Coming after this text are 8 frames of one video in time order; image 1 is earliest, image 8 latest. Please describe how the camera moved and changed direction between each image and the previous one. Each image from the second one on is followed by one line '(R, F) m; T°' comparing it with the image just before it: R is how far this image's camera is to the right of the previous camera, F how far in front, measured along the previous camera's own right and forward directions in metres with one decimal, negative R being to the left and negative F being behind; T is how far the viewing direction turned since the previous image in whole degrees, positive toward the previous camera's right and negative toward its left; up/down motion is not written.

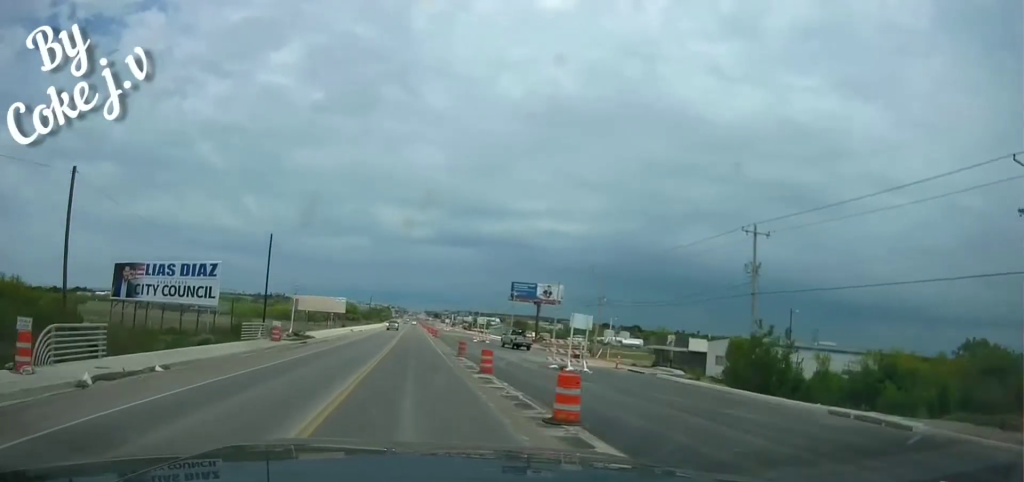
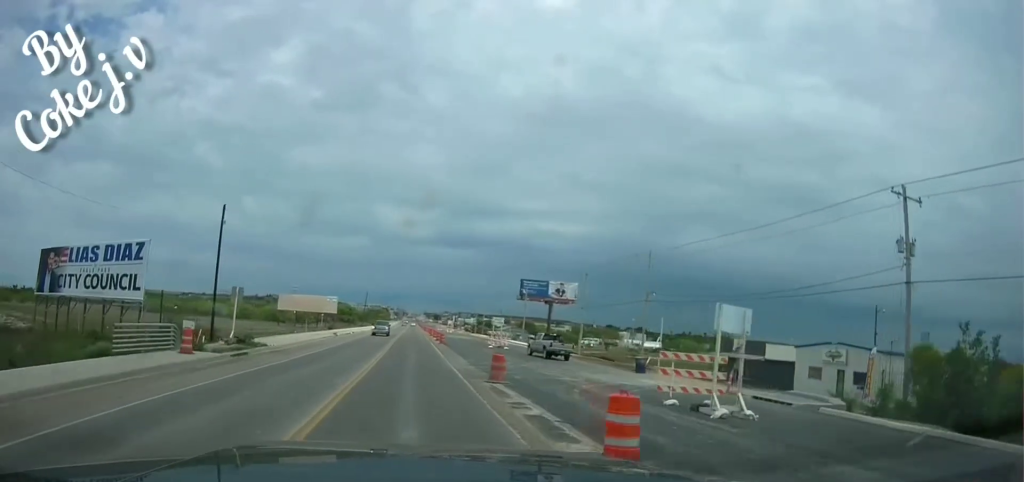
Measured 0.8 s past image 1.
(+0.4, +16.3) m; 0°
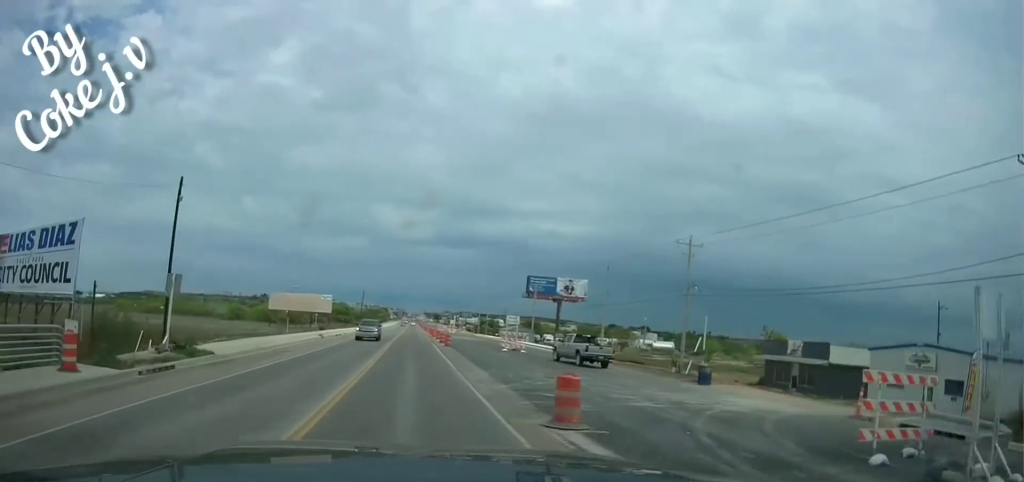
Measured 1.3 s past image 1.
(-0.1, +9.2) m; 0°
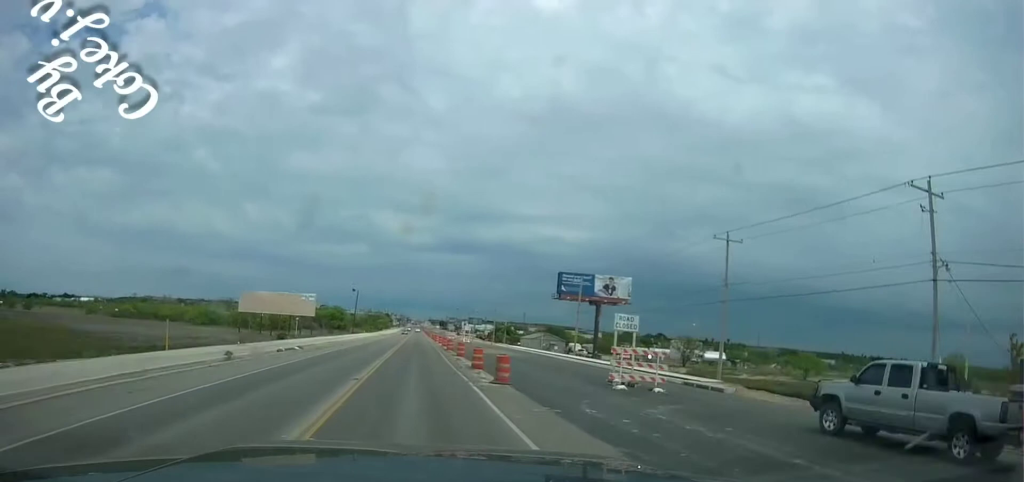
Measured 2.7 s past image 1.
(0.0, +27.0) m; 0°
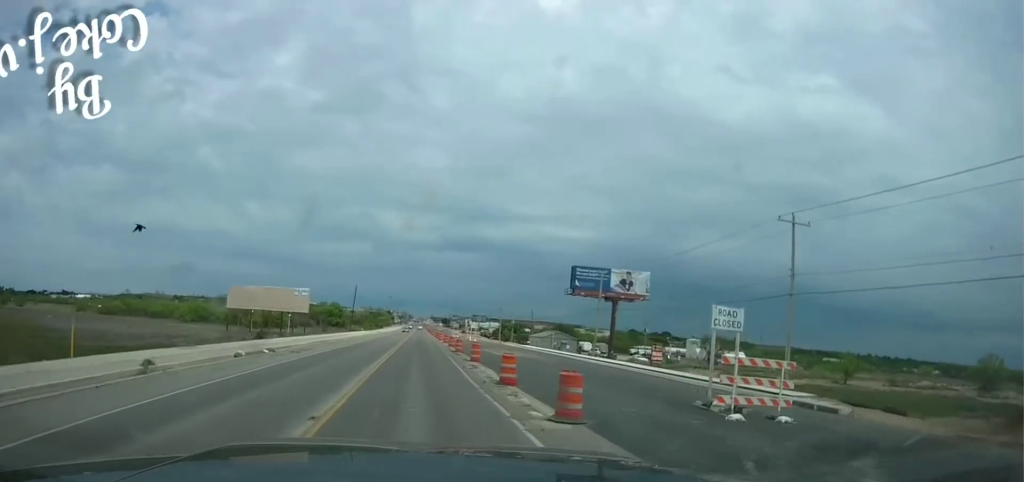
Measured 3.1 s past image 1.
(+0.1, +8.5) m; 0°
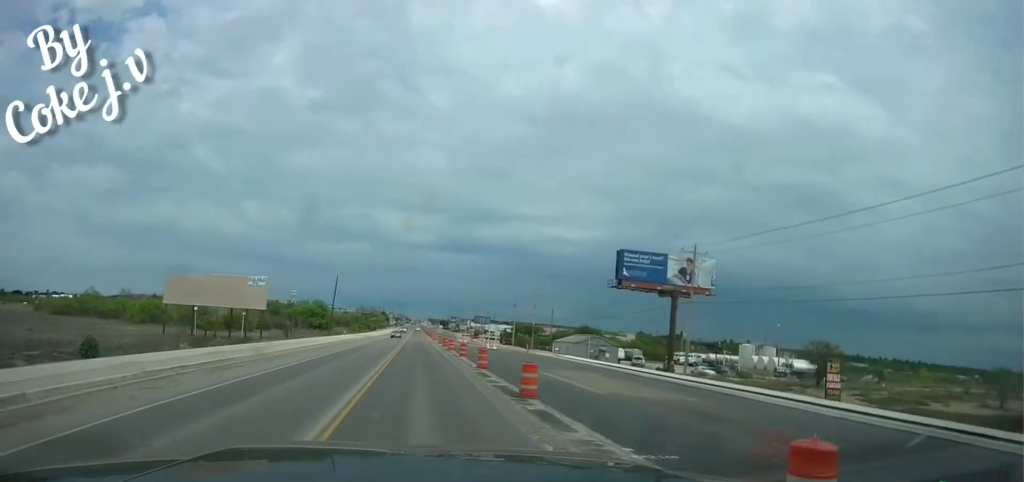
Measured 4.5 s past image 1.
(-0.2, +27.0) m; +1°
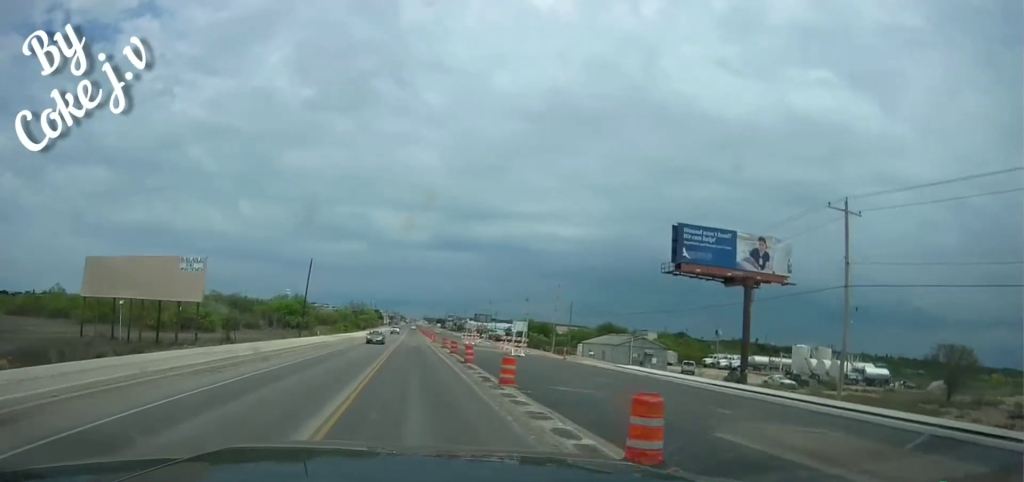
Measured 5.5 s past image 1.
(+0.3, +20.4) m; +1°
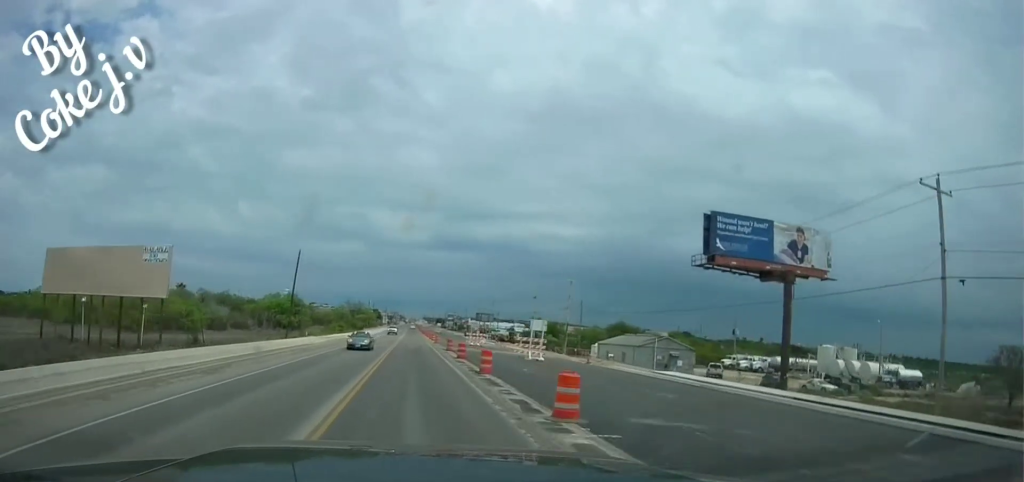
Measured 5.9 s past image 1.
(0.0, +7.9) m; 0°
